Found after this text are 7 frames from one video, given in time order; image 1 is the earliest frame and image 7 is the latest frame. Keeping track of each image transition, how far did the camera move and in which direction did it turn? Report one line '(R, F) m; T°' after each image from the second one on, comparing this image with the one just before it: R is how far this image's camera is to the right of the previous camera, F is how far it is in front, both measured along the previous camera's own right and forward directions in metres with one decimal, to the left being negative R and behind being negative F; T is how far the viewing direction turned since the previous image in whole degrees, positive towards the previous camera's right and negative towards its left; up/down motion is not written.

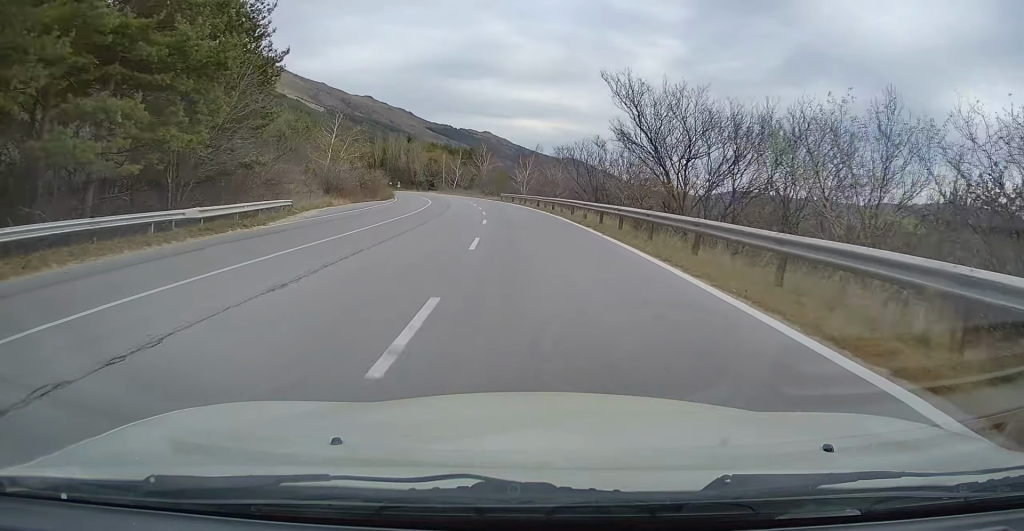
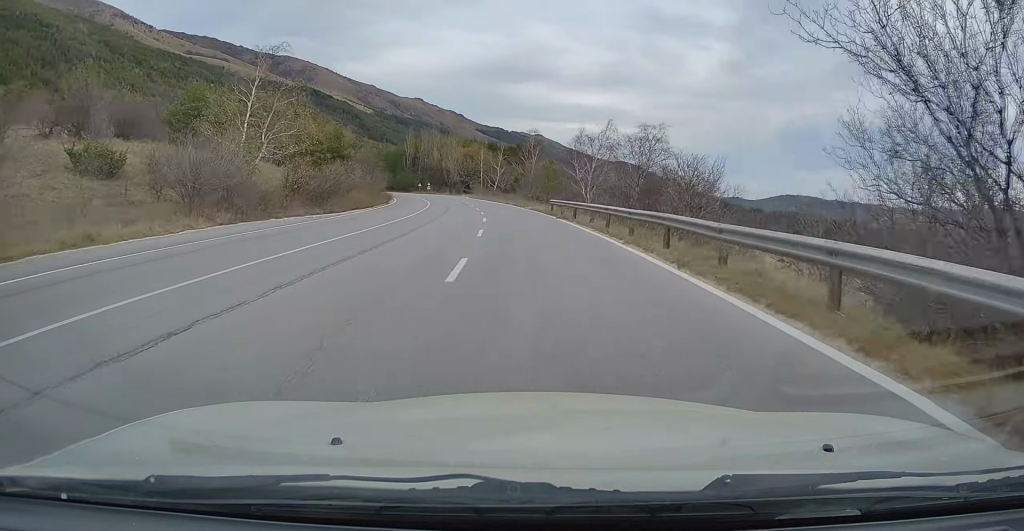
(-0.9, +31.6) m; -5°
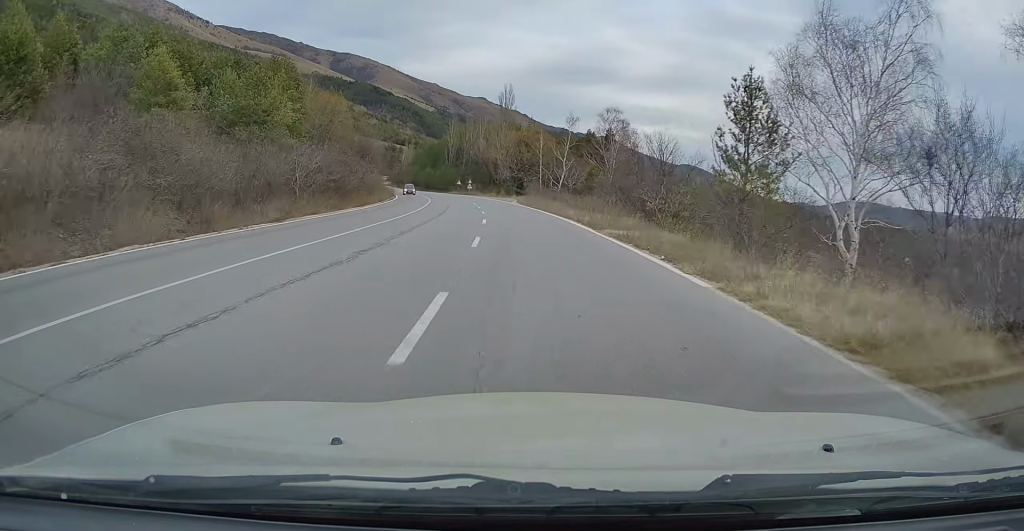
(-2.4, +38.7) m; -6°
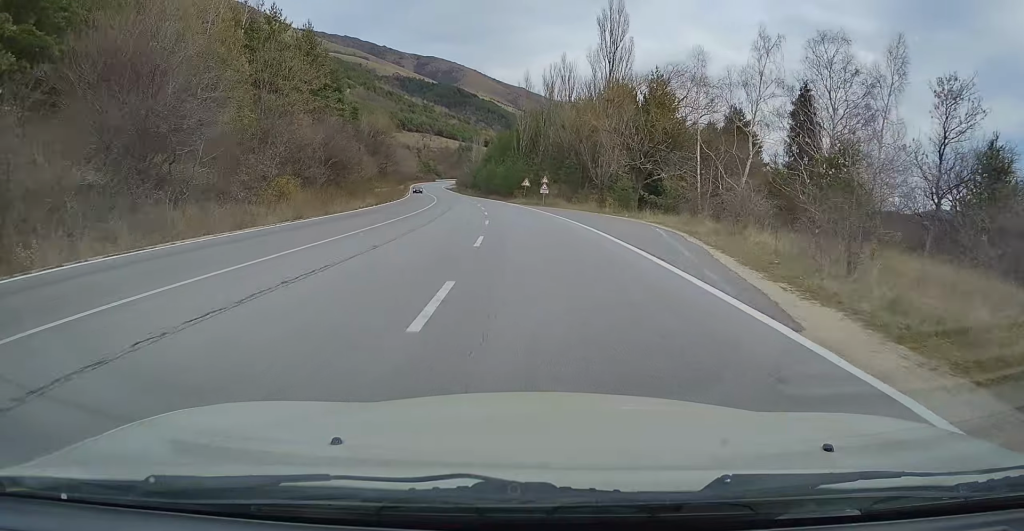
(-2.9, +53.5) m; -7°
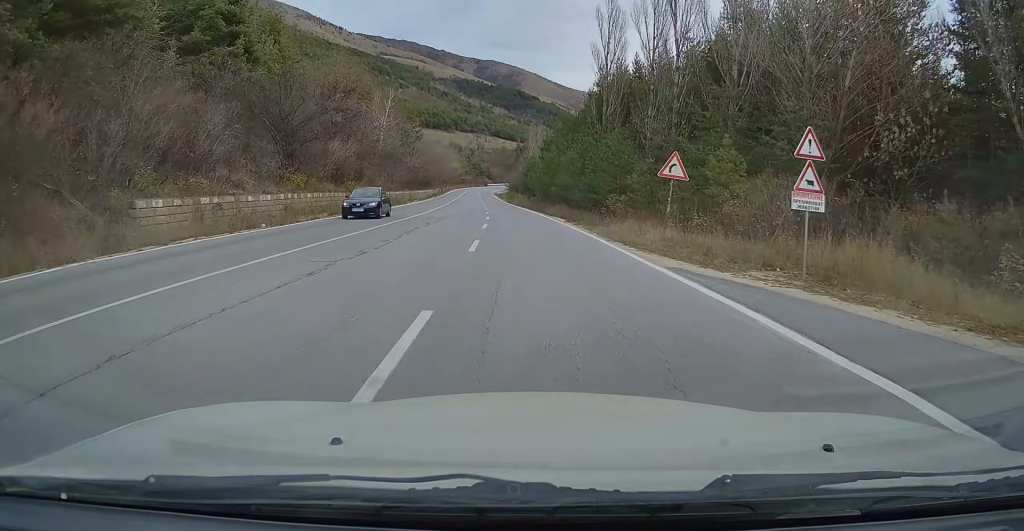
(-3.2, +46.4) m; -6°
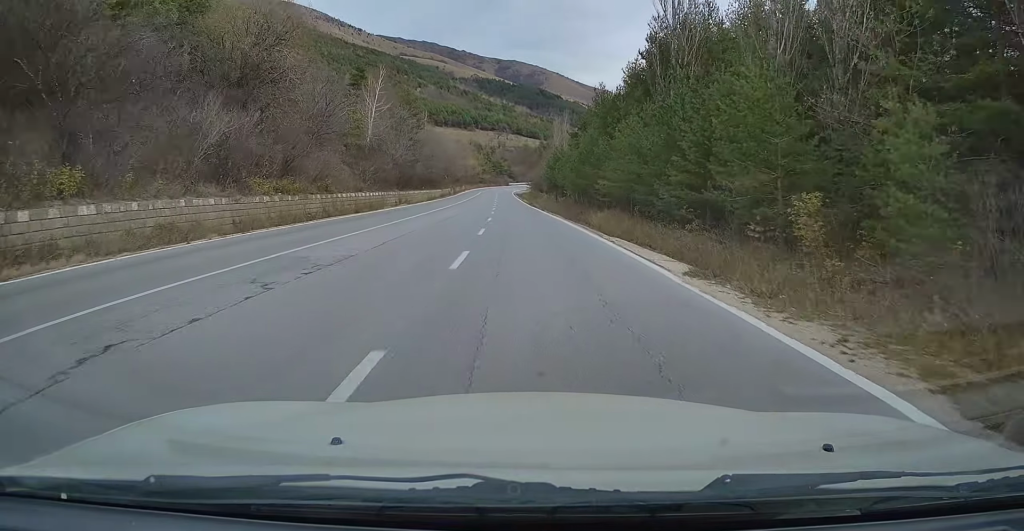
(-0.2, +20.4) m; -2°
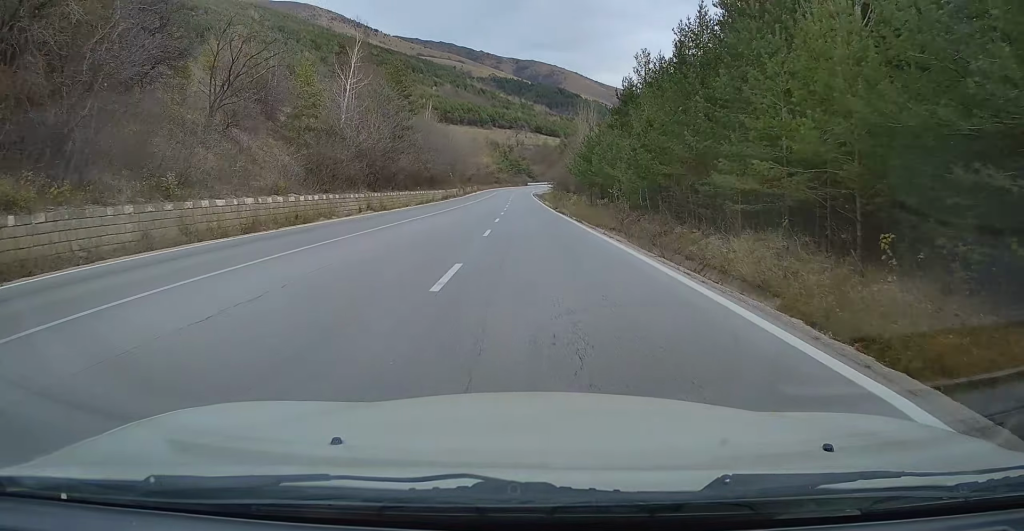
(-0.2, +19.4) m; -1°
